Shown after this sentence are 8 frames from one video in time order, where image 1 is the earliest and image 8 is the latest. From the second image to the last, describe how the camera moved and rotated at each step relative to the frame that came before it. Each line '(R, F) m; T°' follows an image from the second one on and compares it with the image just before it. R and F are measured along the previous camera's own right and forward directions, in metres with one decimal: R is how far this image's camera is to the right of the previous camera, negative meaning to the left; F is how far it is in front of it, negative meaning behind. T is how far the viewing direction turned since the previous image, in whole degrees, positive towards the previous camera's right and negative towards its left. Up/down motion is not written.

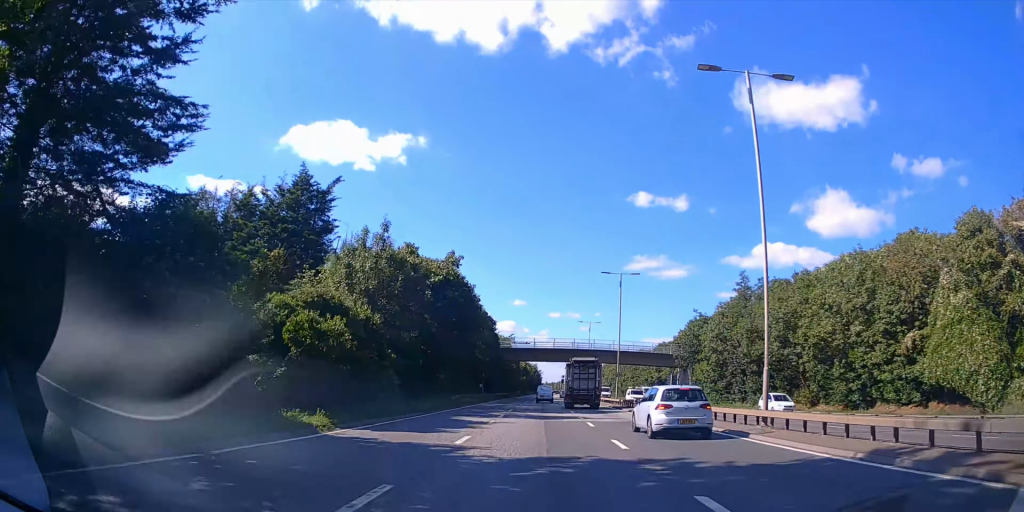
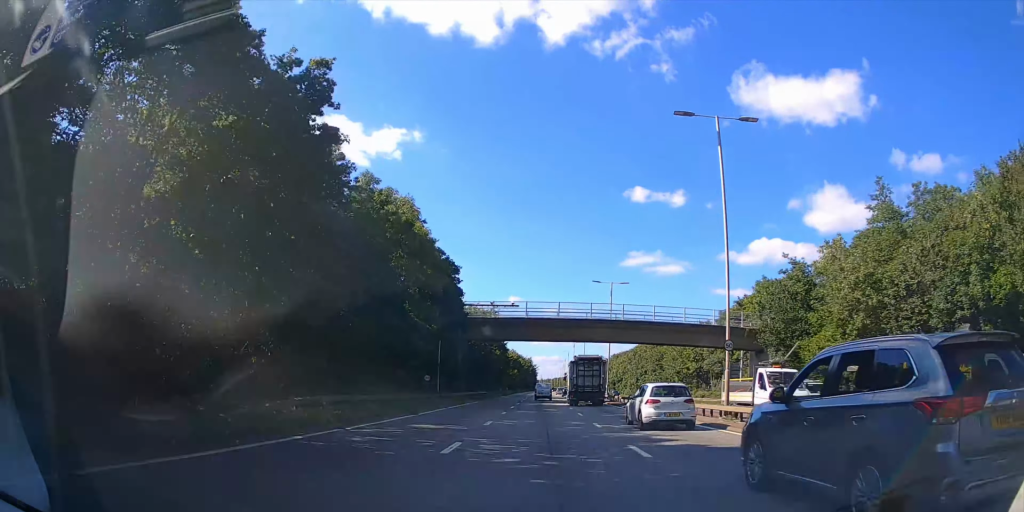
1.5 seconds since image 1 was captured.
(+0.4, +33.3) m; +1°
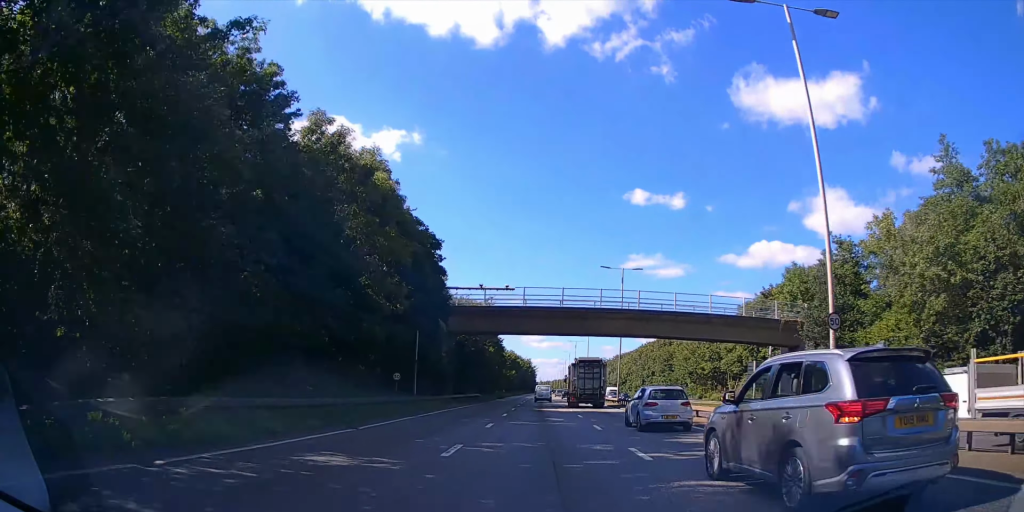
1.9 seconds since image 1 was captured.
(0.0, +8.7) m; 0°
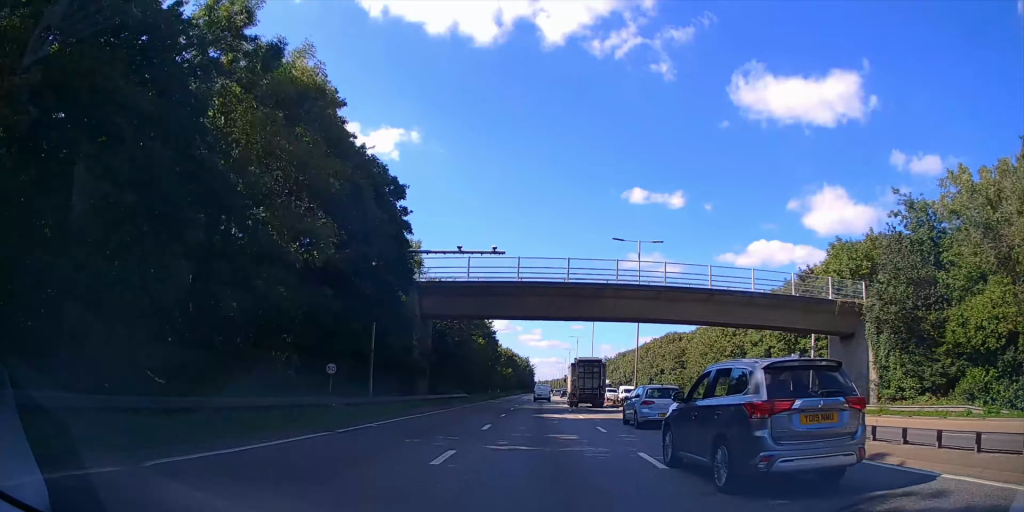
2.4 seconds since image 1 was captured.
(0.0, +10.1) m; 0°
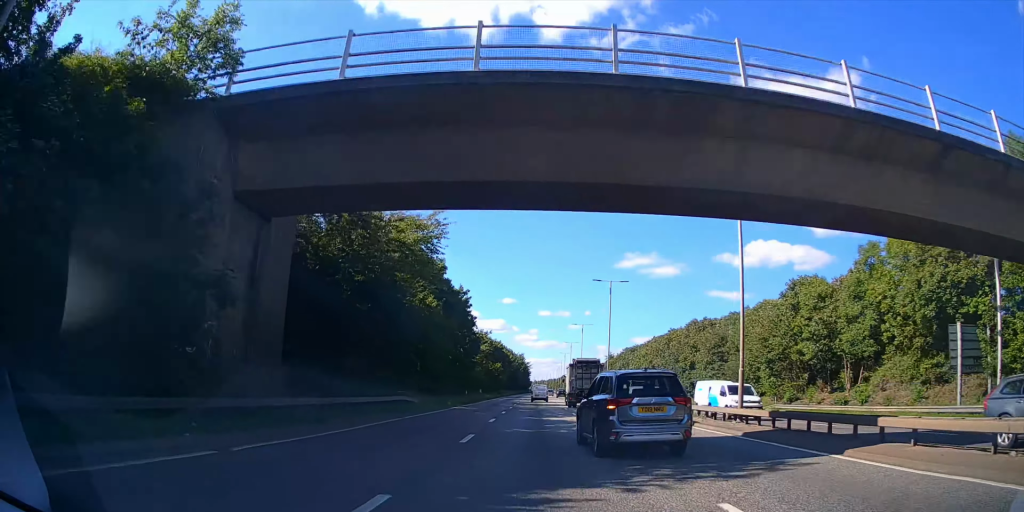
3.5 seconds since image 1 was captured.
(0.0, +23.7) m; 0°
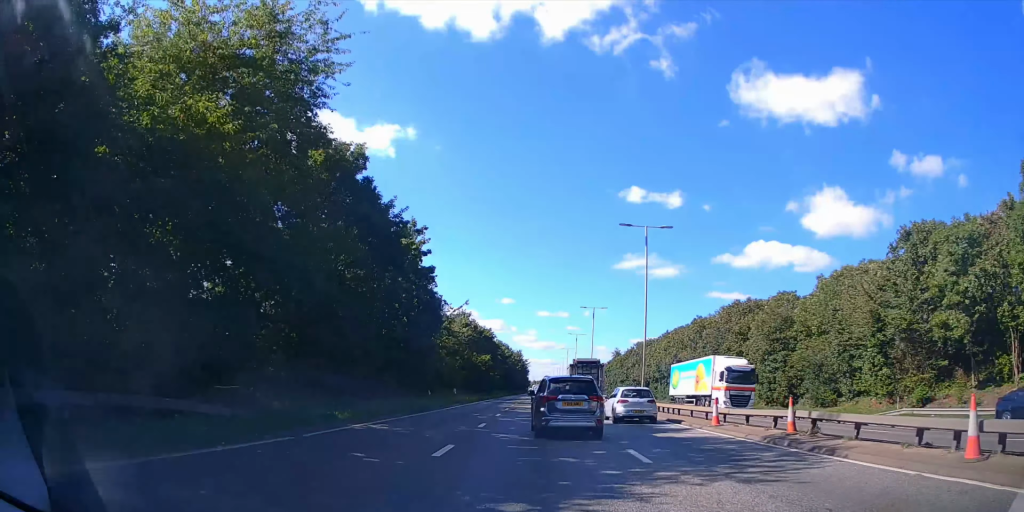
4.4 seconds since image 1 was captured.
(0.0, +20.0) m; 0°
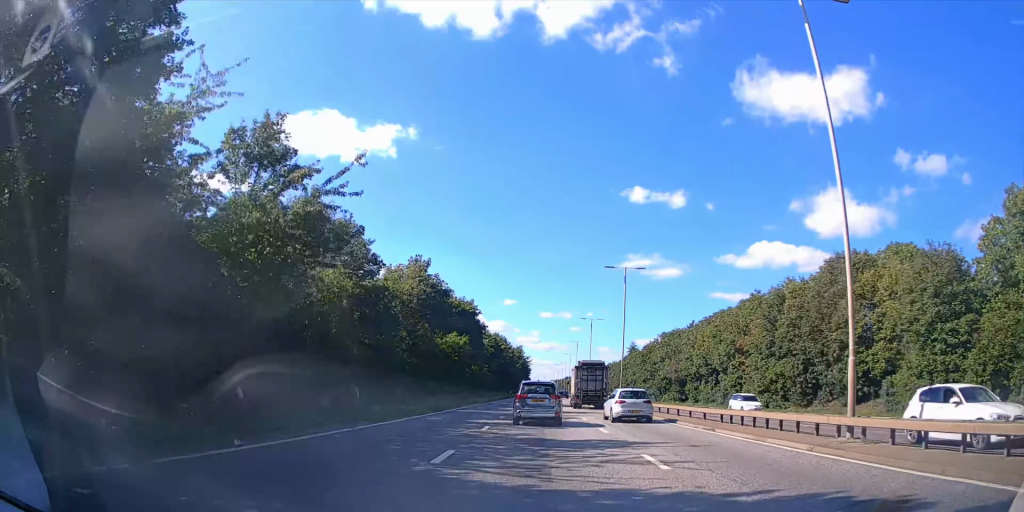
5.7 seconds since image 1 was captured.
(0.0, +26.5) m; 0°
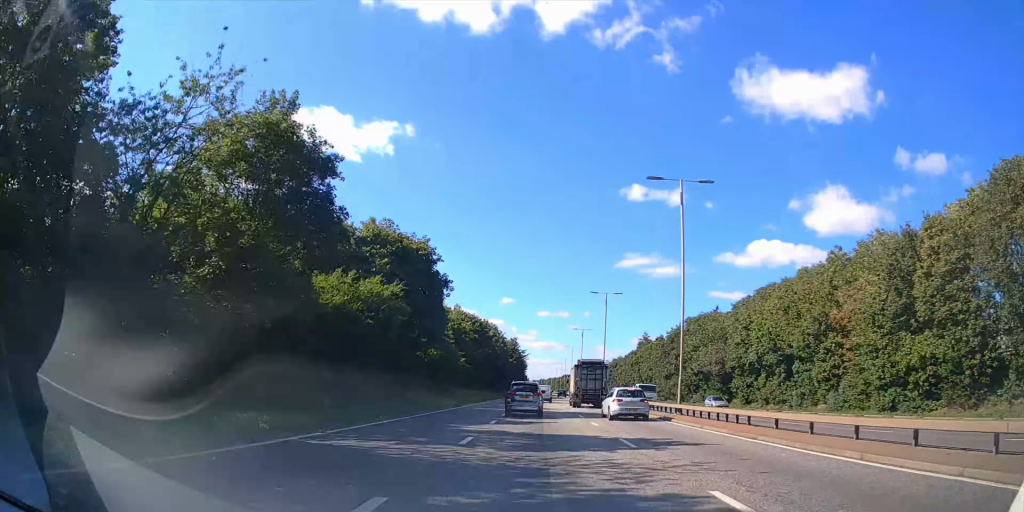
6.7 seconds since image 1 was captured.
(0.0, +22.4) m; 0°
